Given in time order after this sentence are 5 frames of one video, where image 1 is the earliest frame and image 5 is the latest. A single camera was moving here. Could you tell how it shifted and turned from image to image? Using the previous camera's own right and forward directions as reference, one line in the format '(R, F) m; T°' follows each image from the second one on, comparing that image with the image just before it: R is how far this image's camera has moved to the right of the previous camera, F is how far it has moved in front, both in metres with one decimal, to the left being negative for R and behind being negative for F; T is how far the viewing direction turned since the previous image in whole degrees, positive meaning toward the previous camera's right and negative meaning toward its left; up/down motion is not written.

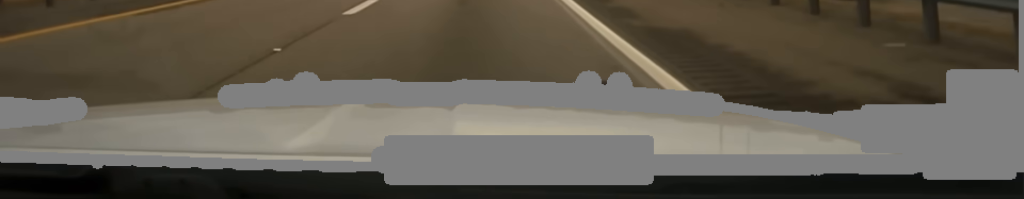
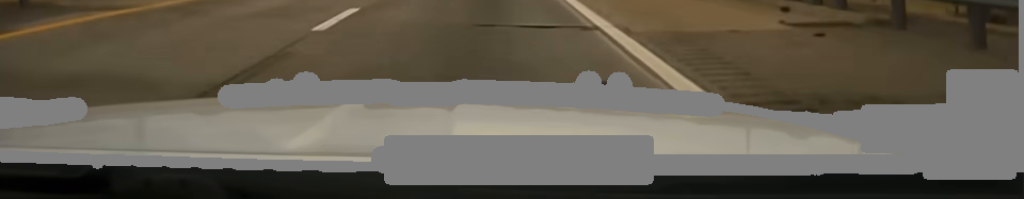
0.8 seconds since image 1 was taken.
(+0.3, +32.8) m; 0°
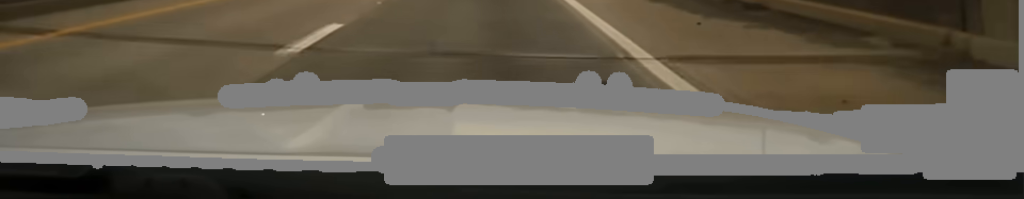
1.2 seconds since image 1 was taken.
(-0.2, +14.8) m; 0°
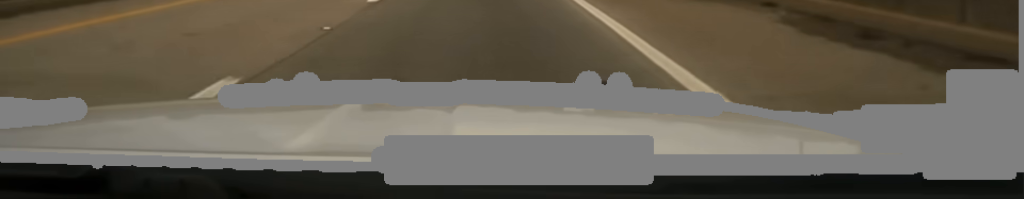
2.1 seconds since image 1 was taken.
(-0.2, +30.7) m; 0°
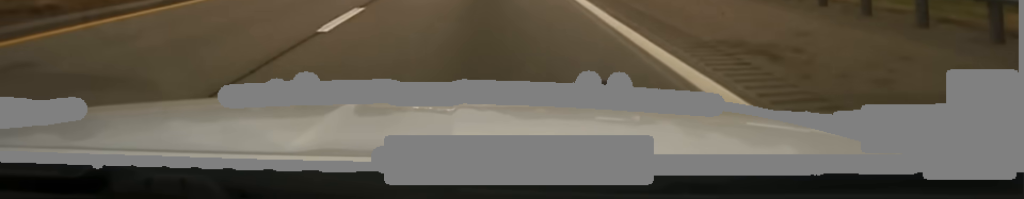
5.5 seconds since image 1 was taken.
(+0.8, +106.3) m; +1°
